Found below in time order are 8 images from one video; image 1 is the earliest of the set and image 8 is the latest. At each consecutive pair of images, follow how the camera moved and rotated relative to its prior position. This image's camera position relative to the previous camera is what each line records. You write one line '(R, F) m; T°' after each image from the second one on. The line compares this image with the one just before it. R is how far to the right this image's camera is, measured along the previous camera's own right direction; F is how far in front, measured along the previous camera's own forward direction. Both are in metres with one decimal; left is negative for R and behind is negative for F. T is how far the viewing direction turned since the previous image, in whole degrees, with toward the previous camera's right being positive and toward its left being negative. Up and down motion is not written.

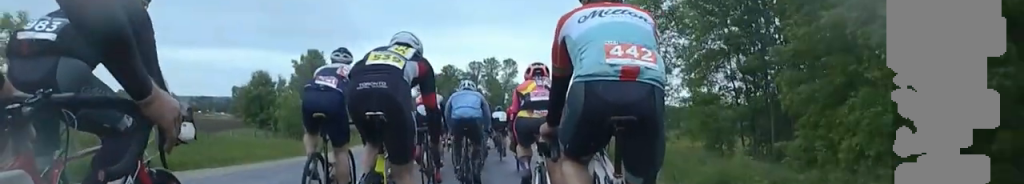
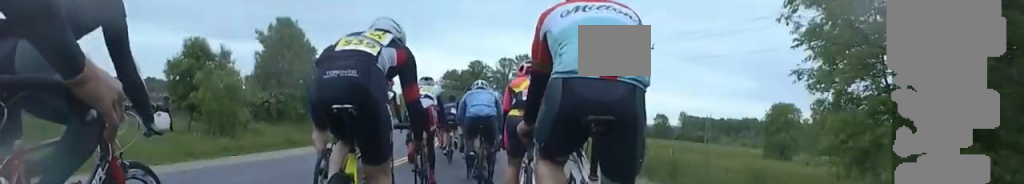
(-0.3, +16.9) m; -1°
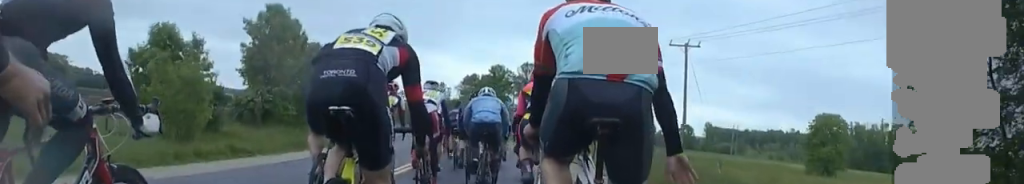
(0.0, +6.5) m; 0°
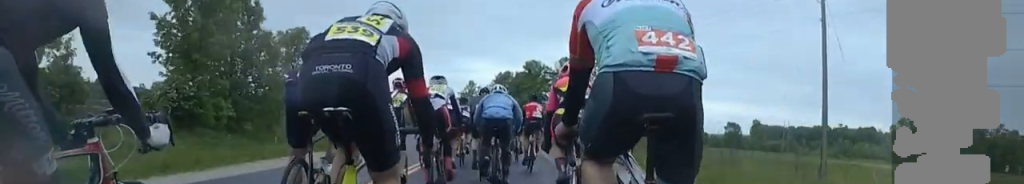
(0.0, +14.4) m; -1°
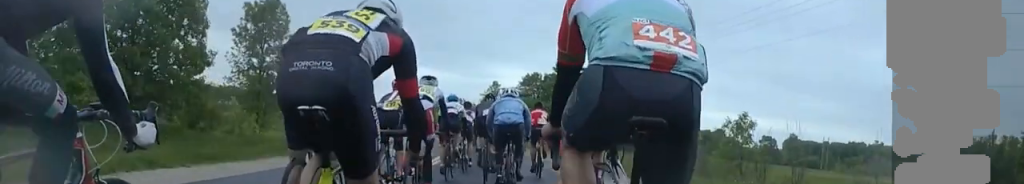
(-0.2, +11.4) m; 0°
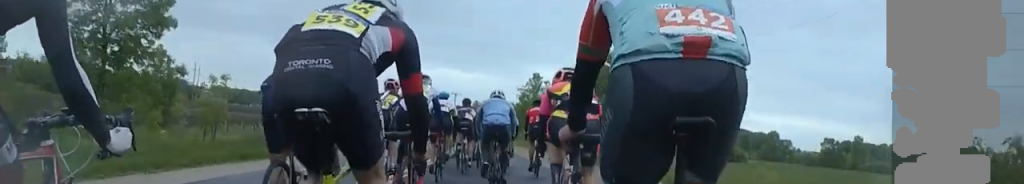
(+0.4, +19.5) m; +1°
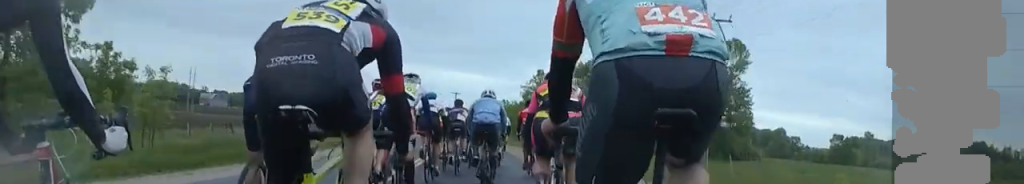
(0.0, +5.0) m; 0°
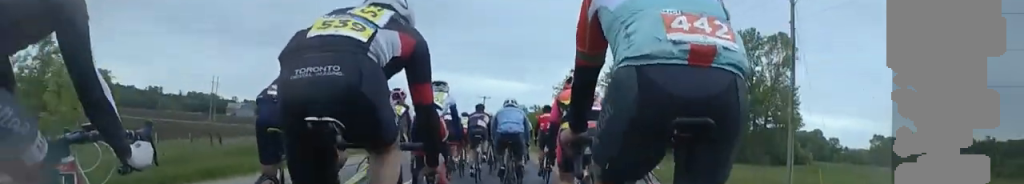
(-0.1, +6.0) m; +2°
